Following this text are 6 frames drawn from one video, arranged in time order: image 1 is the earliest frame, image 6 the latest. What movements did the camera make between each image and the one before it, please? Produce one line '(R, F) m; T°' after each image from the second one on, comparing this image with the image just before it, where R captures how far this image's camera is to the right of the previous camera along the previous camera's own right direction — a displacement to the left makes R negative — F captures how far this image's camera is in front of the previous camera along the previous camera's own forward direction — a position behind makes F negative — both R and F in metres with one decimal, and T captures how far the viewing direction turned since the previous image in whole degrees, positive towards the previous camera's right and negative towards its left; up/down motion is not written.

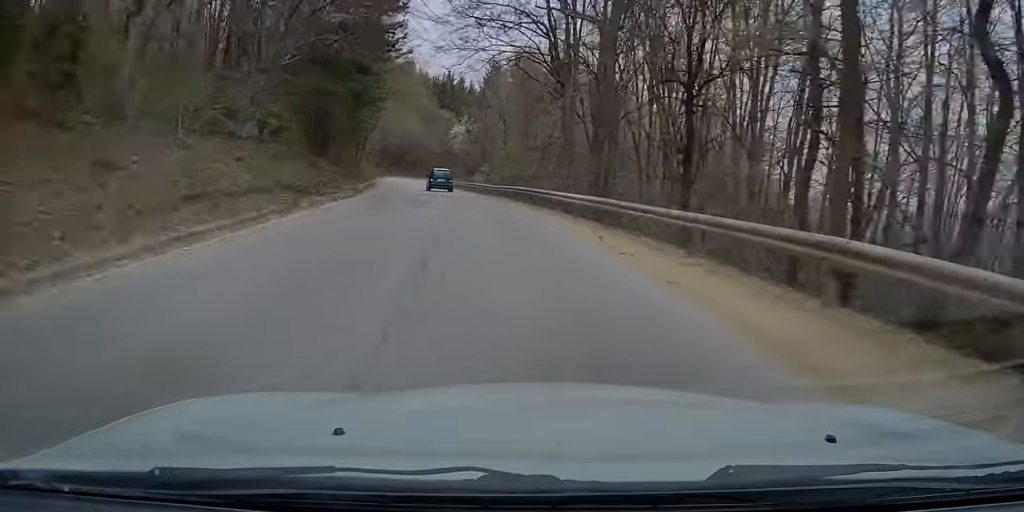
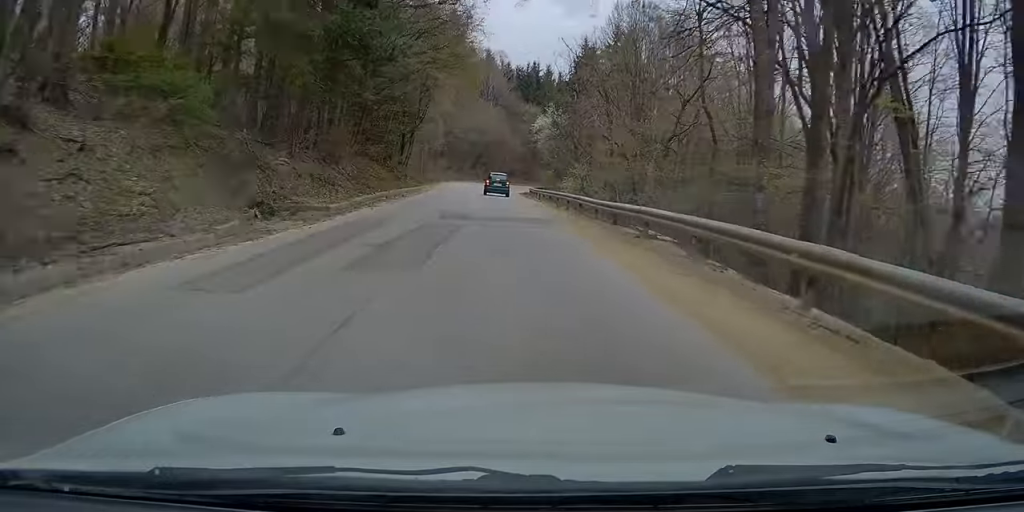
(-0.8, +18.5) m; -4°
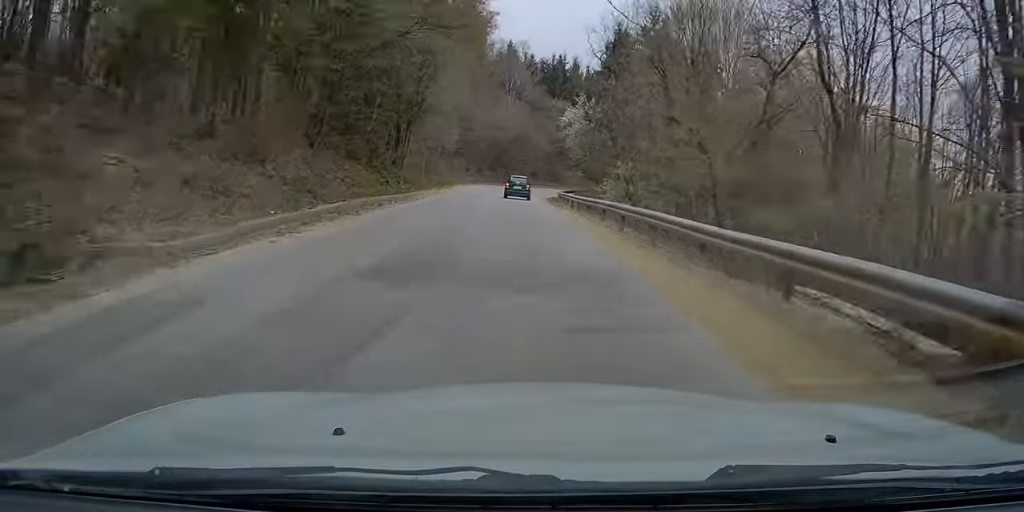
(-0.2, +10.4) m; -2°
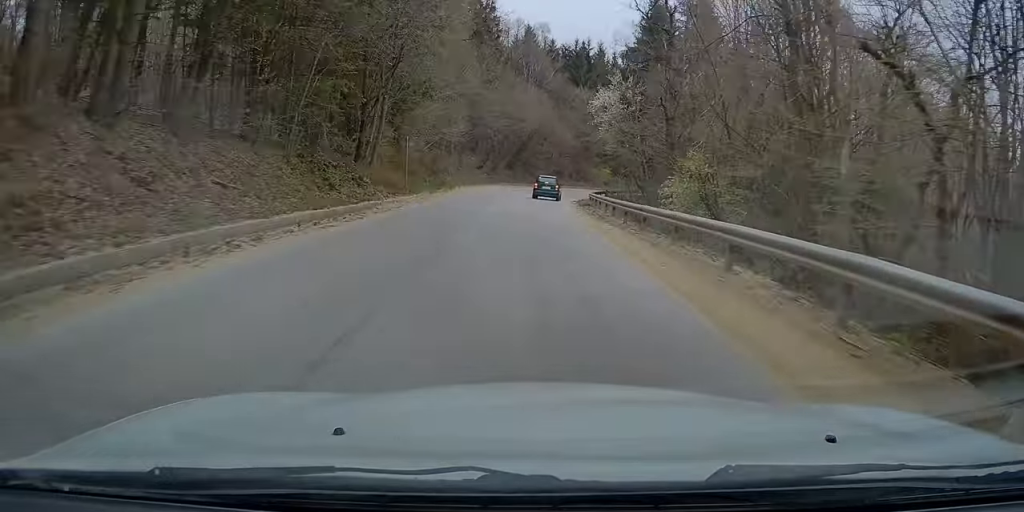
(-0.1, +12.1) m; -3°
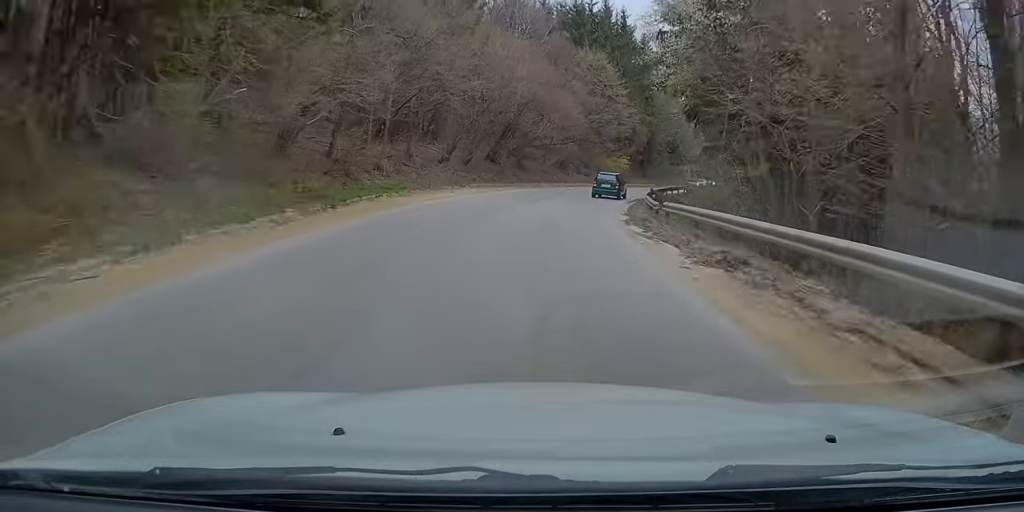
(-0.3, +25.3) m; +2°
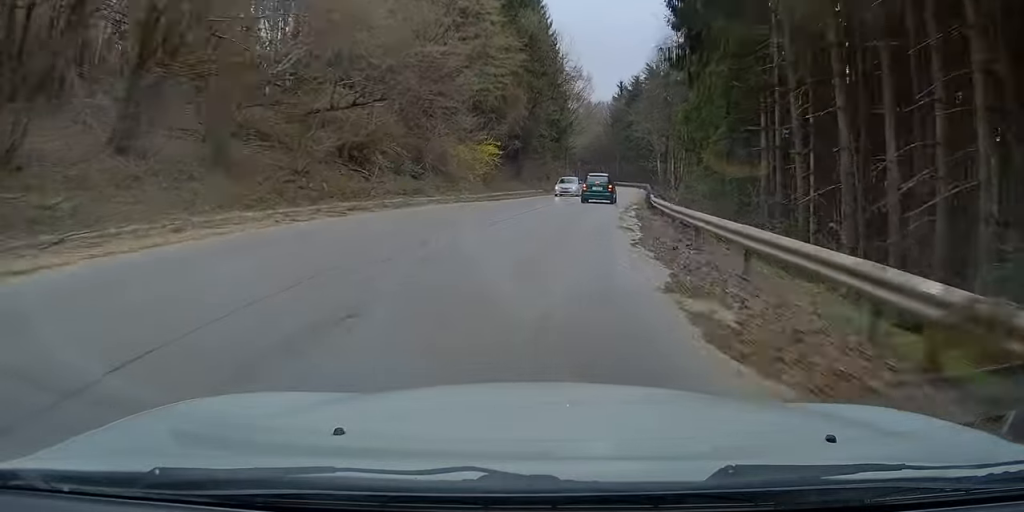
(+3.4, +35.1) m; +14°
